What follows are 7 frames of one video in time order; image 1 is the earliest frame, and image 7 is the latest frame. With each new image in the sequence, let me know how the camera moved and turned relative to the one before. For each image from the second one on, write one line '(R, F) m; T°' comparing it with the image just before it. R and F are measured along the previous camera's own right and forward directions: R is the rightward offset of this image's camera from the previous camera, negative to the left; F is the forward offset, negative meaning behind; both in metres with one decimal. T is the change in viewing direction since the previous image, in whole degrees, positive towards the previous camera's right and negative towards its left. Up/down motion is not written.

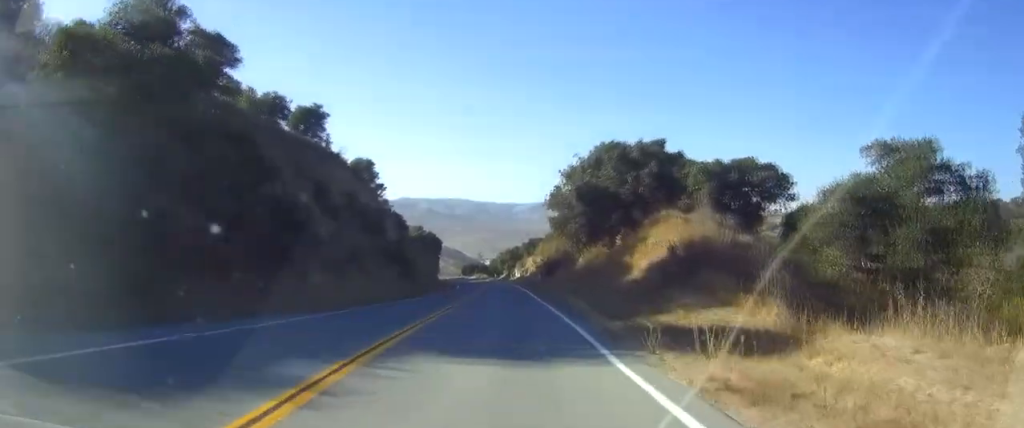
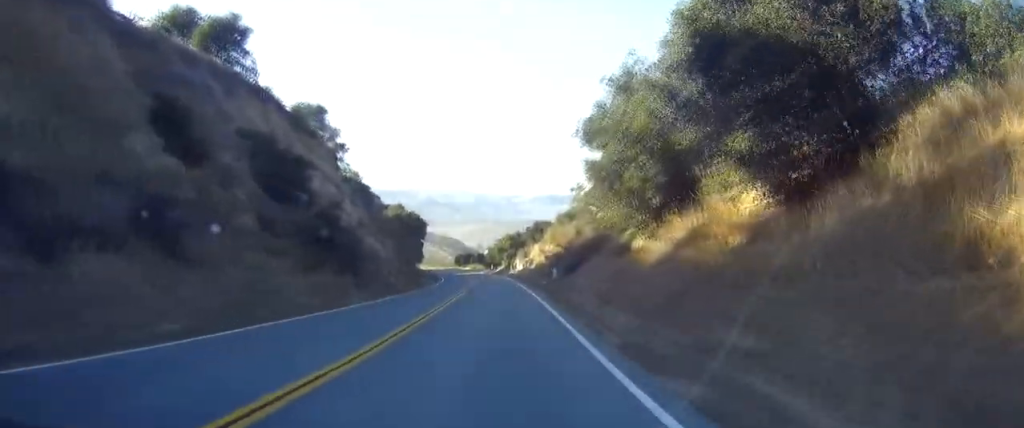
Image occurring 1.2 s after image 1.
(+0.1, +22.1) m; 0°
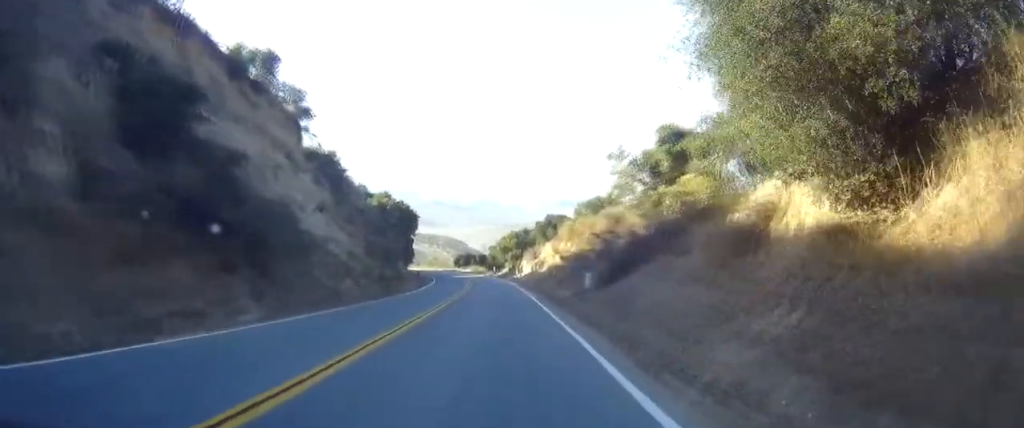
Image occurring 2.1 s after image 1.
(0.0, +15.1) m; 0°
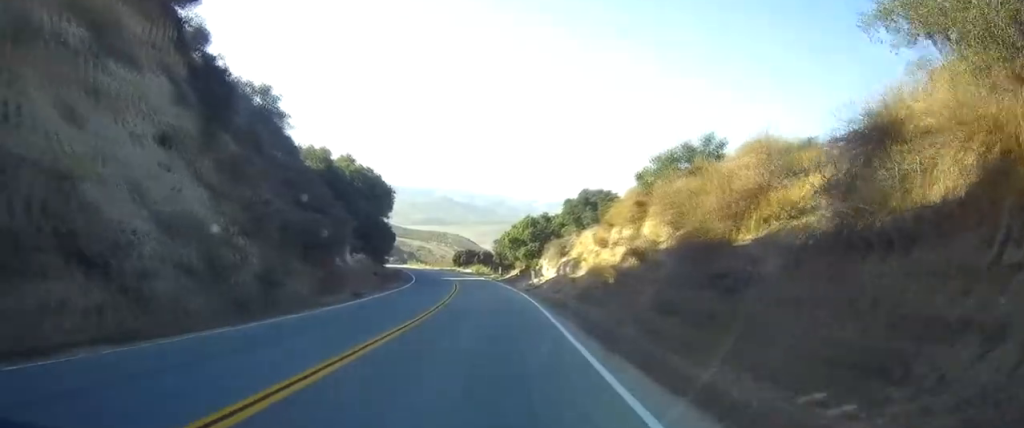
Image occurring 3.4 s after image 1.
(+0.1, +25.2) m; 0°
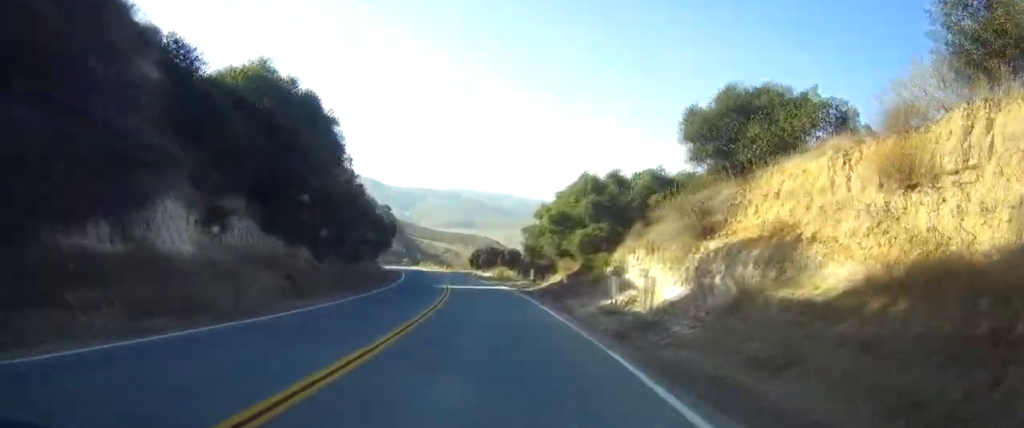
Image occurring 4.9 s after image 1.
(-0.4, +27.6) m; -3°
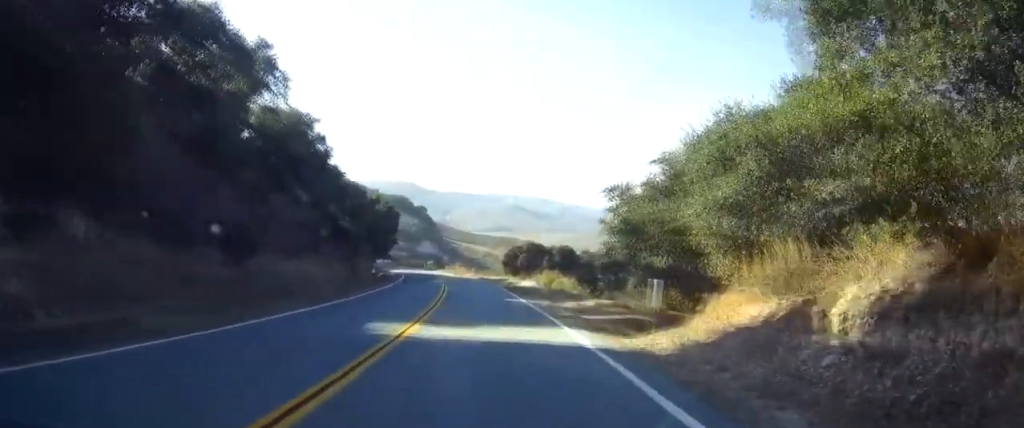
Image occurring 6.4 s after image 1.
(-1.0, +27.7) m; -4°
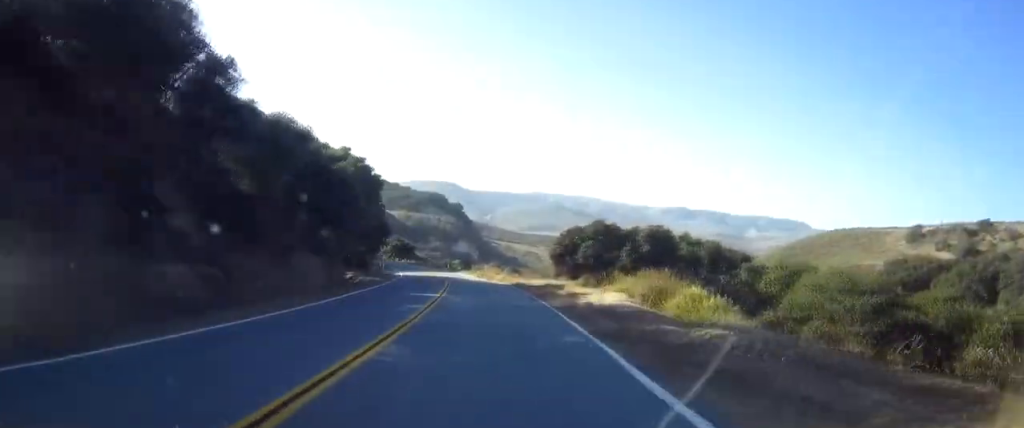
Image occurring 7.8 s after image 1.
(-0.5, +26.5) m; -2°
